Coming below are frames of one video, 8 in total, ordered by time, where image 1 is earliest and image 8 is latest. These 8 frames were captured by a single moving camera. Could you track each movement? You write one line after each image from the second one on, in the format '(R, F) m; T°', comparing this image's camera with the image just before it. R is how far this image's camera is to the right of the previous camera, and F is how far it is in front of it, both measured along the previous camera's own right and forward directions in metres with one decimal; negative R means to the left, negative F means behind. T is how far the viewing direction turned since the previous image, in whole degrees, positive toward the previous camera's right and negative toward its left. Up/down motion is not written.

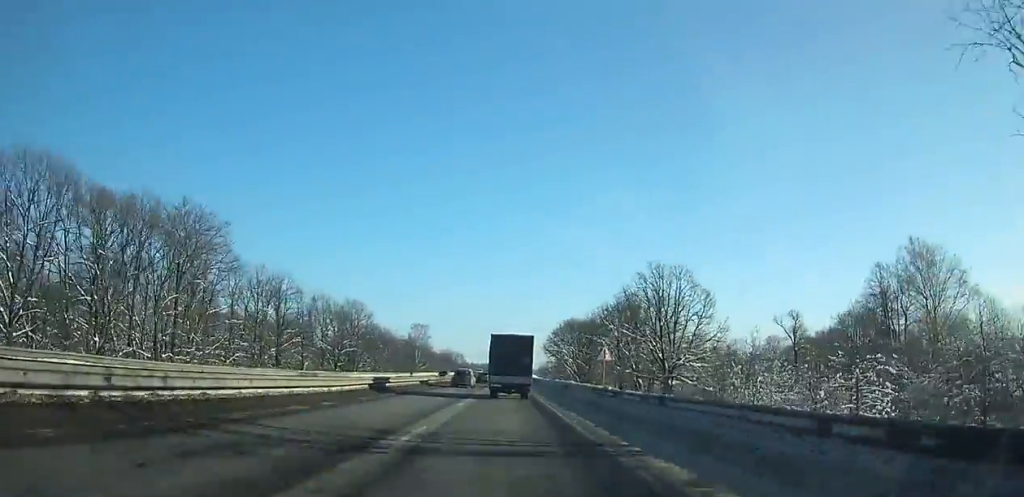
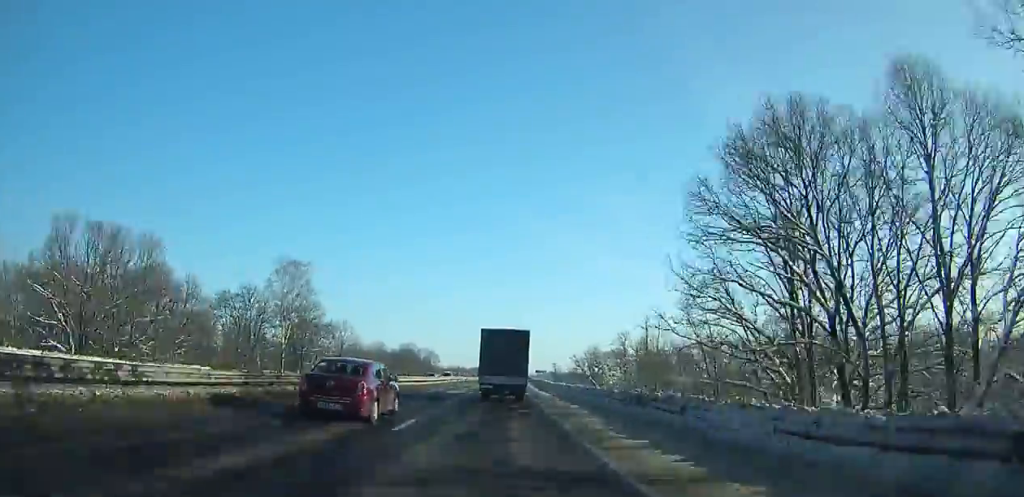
(+1.0, +120.9) m; 0°
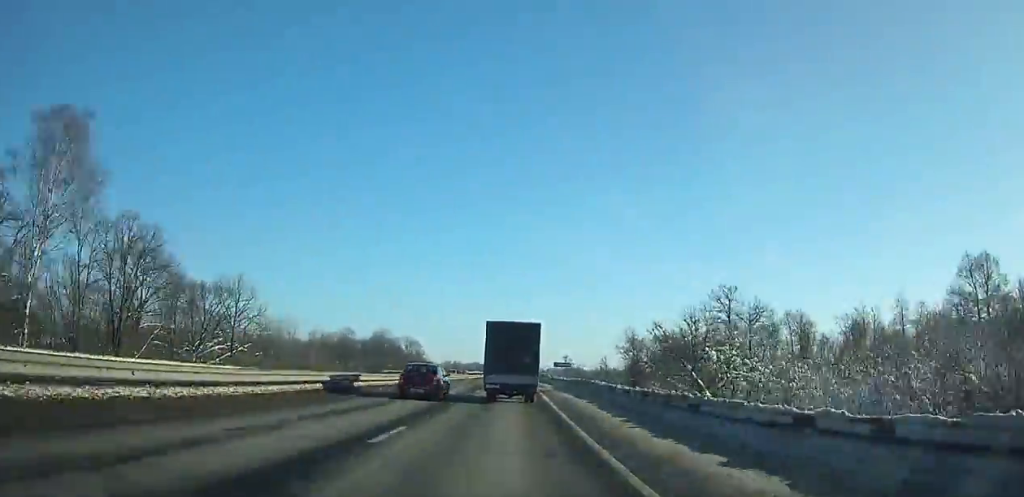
(0.0, +52.2) m; 0°
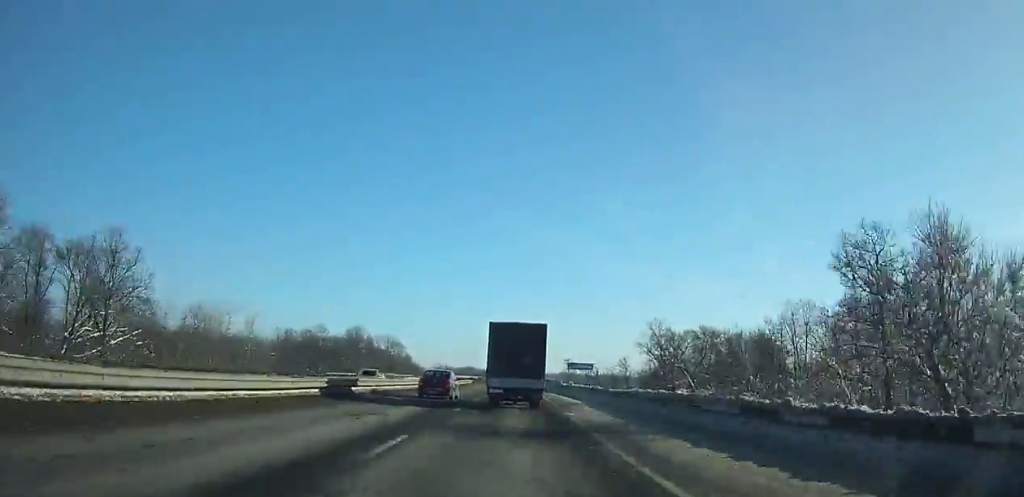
(+0.1, +25.6) m; 0°
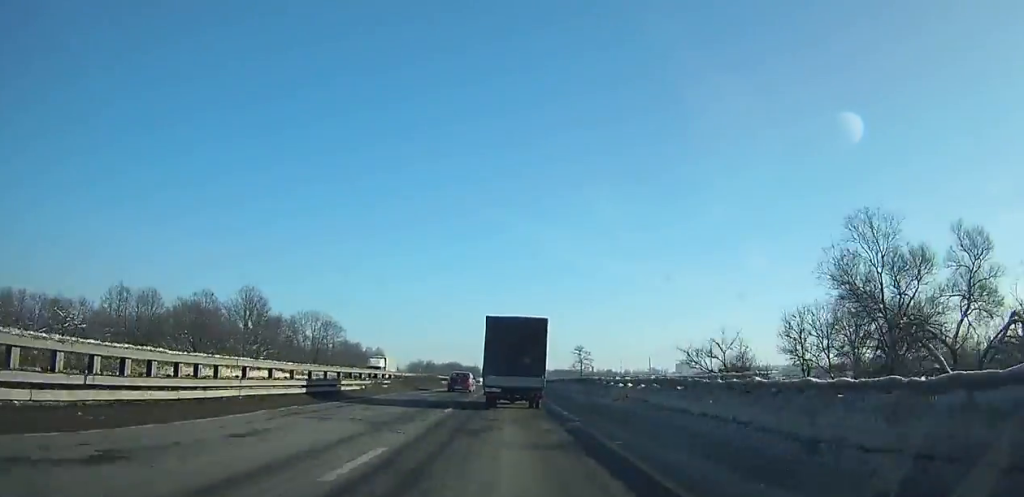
(+0.6, +68.5) m; +1°
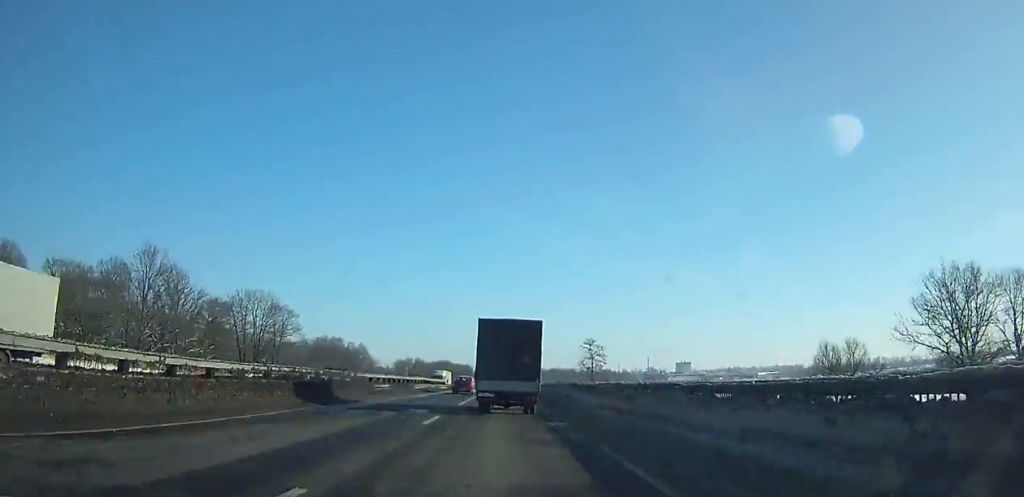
(+0.2, +31.1) m; 0°
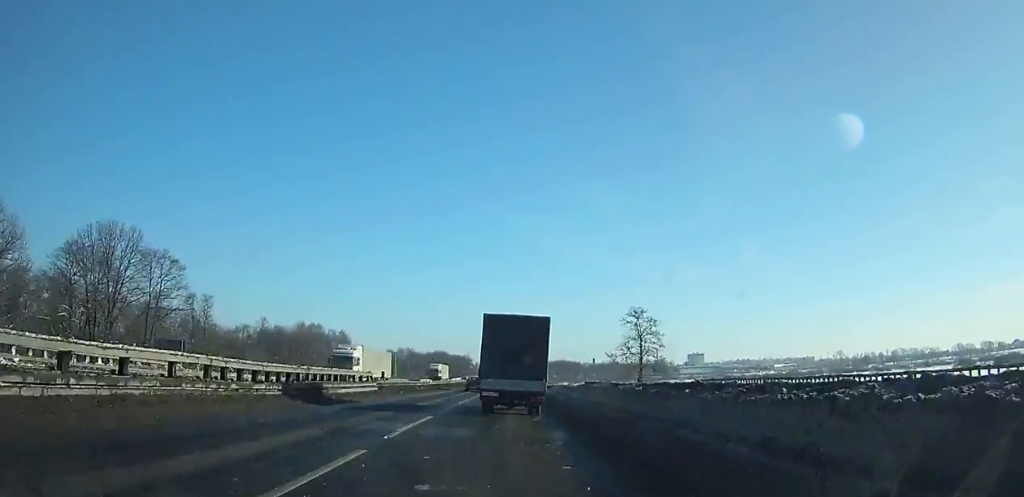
(+0.2, +46.2) m; 0°
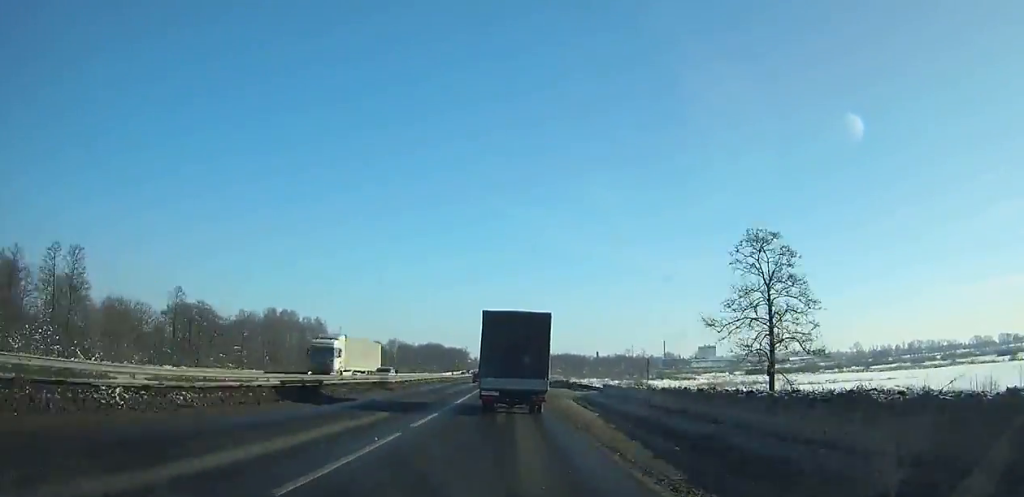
(0.0, +41.5) m; 0°
